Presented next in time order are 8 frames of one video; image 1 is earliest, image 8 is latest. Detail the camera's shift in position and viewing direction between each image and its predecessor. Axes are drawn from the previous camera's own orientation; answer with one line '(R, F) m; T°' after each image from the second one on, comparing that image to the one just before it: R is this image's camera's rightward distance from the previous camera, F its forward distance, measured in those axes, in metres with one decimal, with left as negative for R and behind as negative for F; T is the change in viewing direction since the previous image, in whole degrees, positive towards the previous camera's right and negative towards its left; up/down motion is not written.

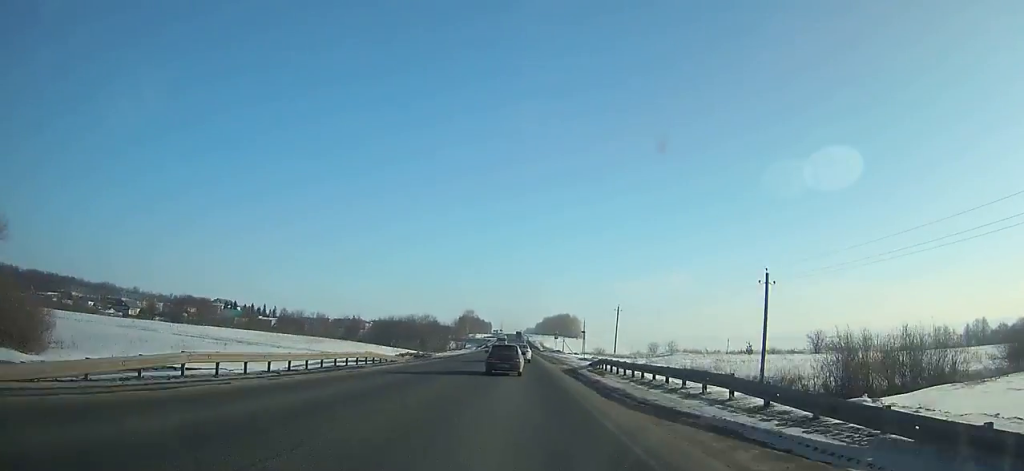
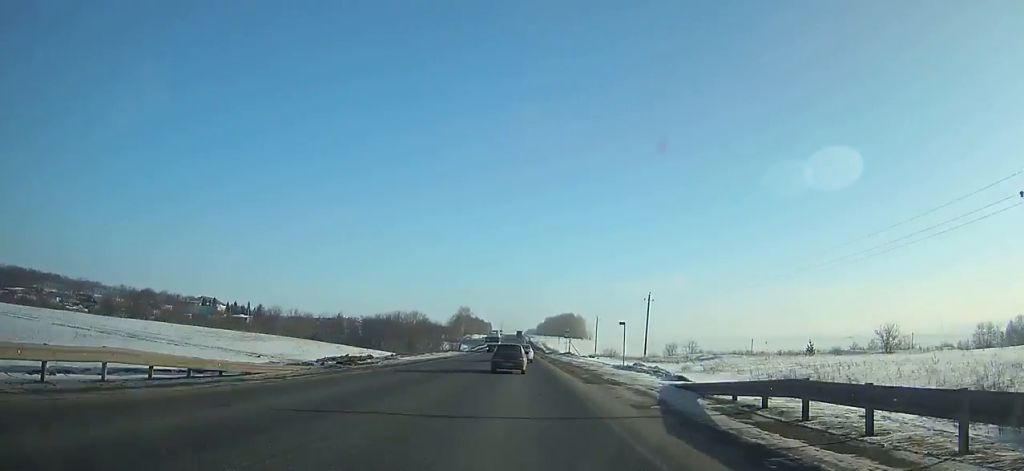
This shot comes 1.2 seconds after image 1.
(0.0, +24.3) m; 0°
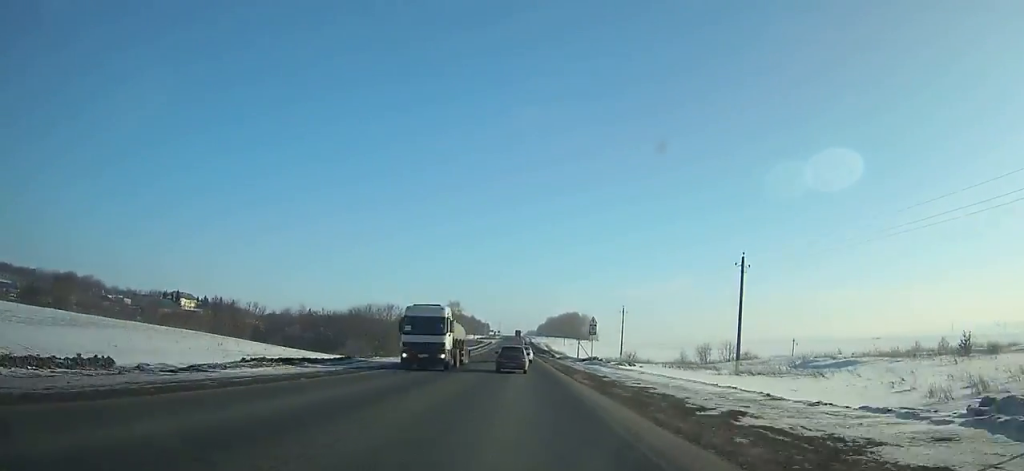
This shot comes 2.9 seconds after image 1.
(0.0, +34.4) m; 0°
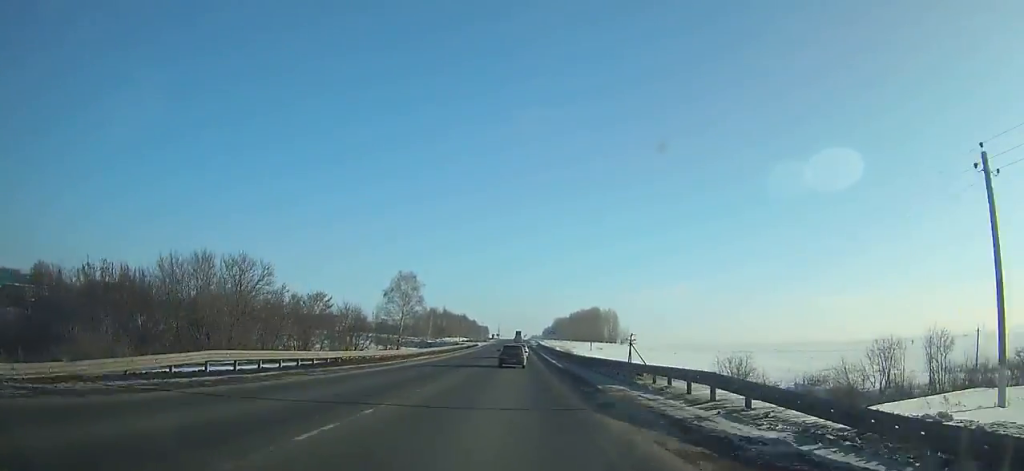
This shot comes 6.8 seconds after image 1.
(-0.1, +79.4) m; 0°
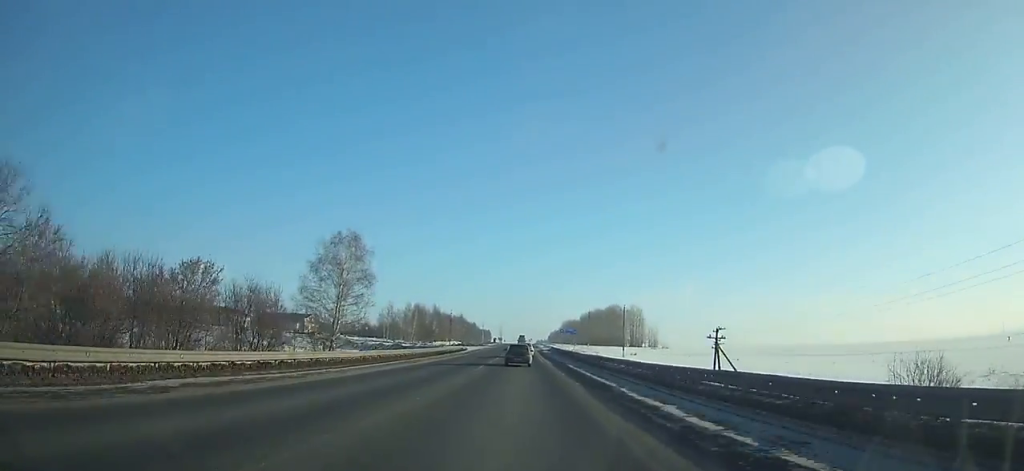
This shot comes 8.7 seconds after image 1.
(-0.3, +39.2) m; 0°
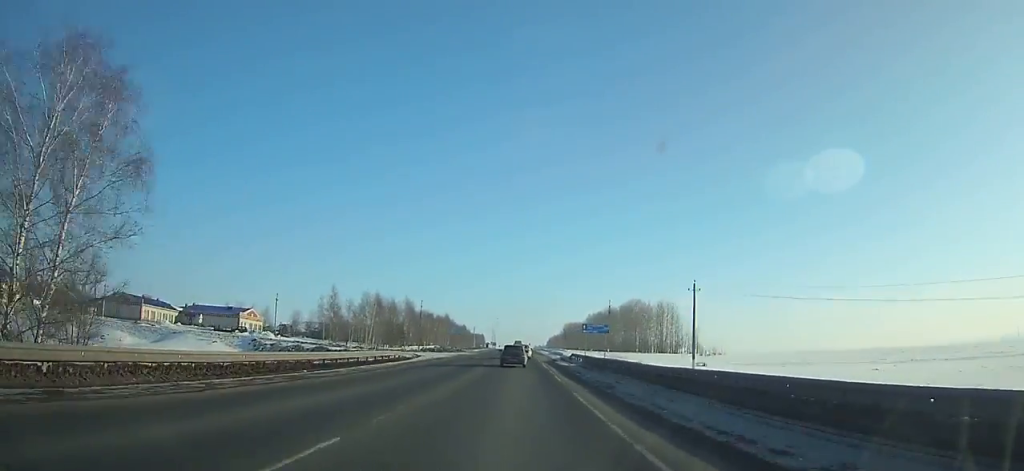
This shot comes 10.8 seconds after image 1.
(-0.1, +43.5) m; 0°
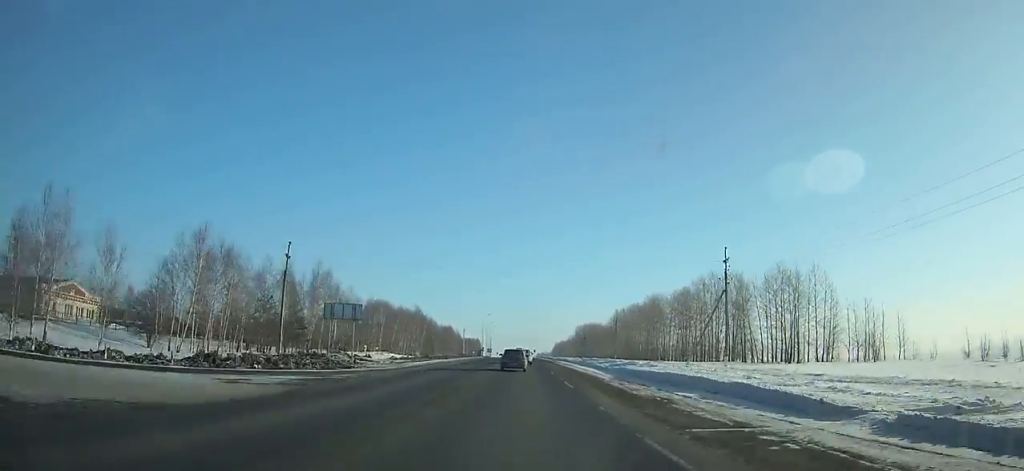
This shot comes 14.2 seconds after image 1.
(0.0, +70.7) m; 0°
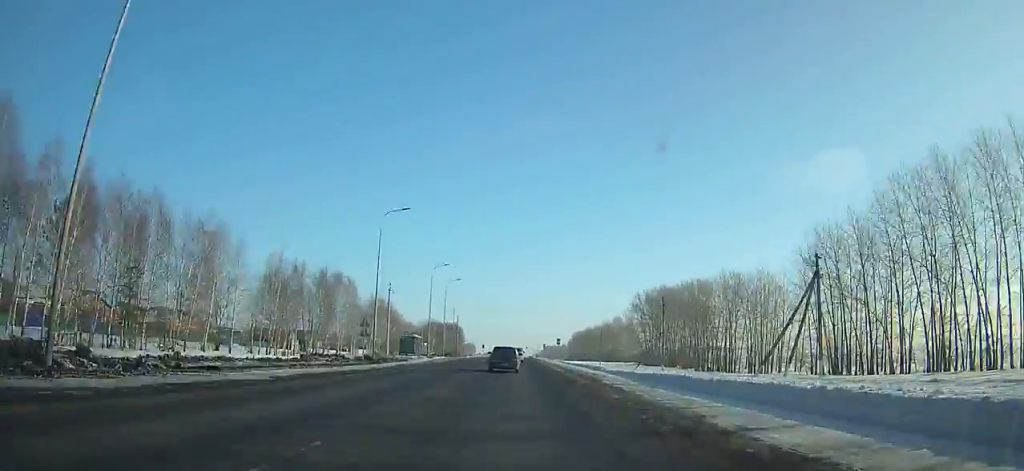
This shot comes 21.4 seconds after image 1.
(0.0, +149.3) m; 0°
